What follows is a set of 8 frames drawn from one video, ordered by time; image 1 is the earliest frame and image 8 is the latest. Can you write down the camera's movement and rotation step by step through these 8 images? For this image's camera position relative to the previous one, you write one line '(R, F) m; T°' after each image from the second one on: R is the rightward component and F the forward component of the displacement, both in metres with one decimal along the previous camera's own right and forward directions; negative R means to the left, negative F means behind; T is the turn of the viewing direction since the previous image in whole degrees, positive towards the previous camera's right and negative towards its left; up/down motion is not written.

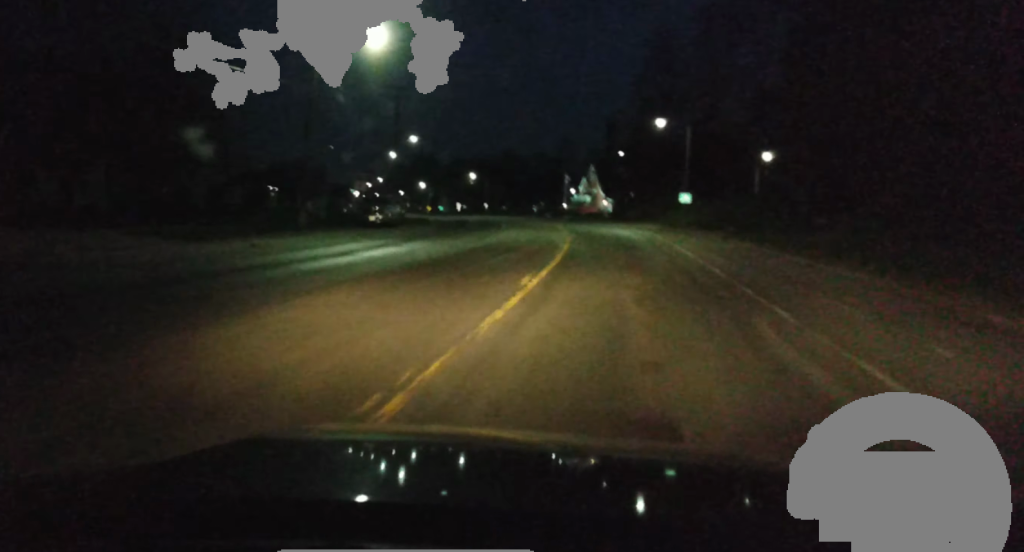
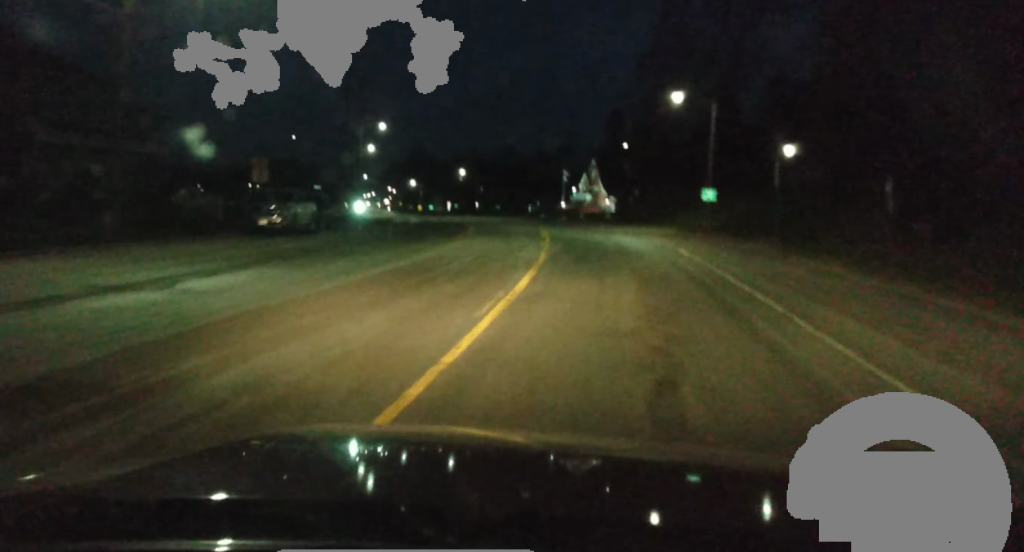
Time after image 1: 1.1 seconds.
(+0.1, +17.2) m; +1°
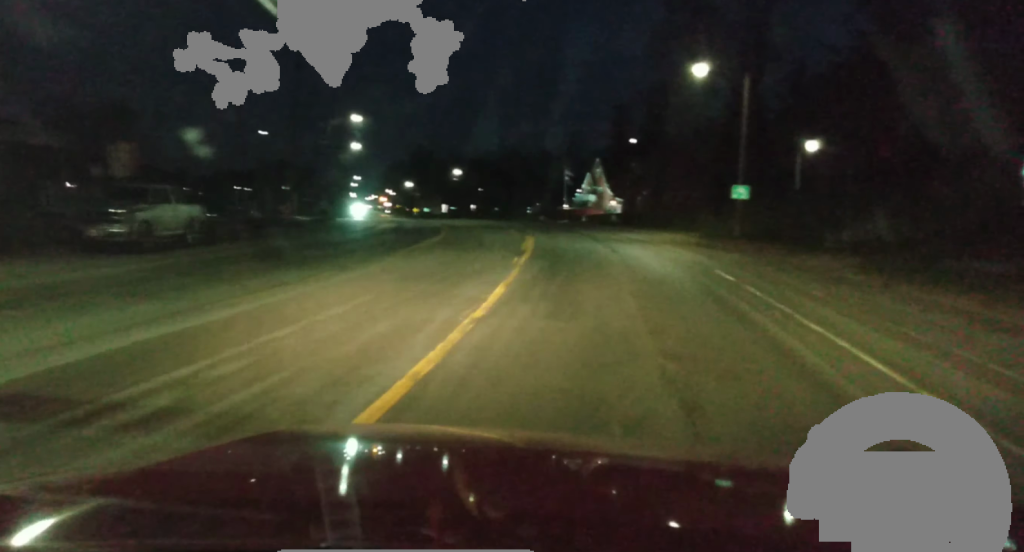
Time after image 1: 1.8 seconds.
(0.0, +12.2) m; -1°
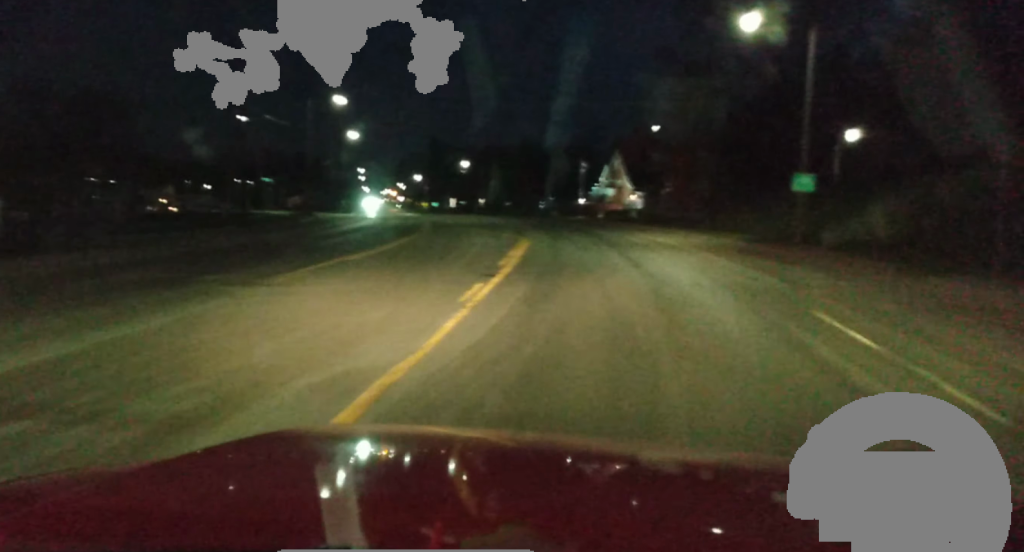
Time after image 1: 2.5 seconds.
(0.0, +11.0) m; -2°
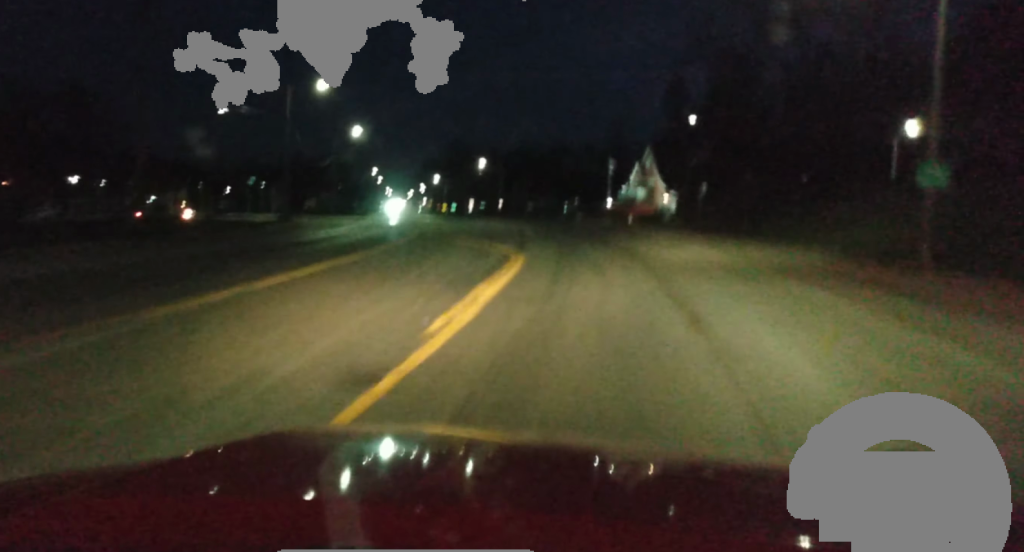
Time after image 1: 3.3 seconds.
(-0.5, +11.4) m; -4°
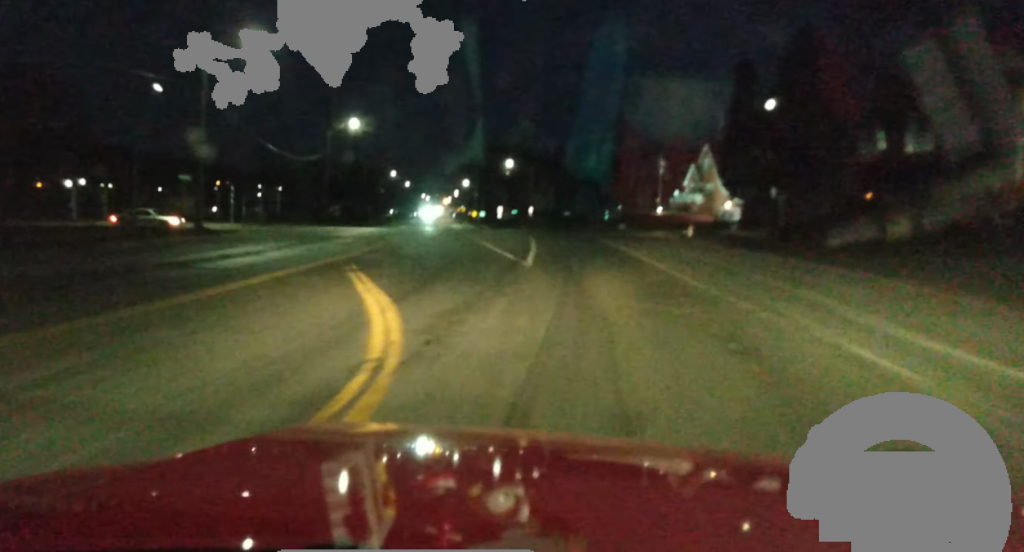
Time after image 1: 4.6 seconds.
(-0.5, +20.3) m; -1°
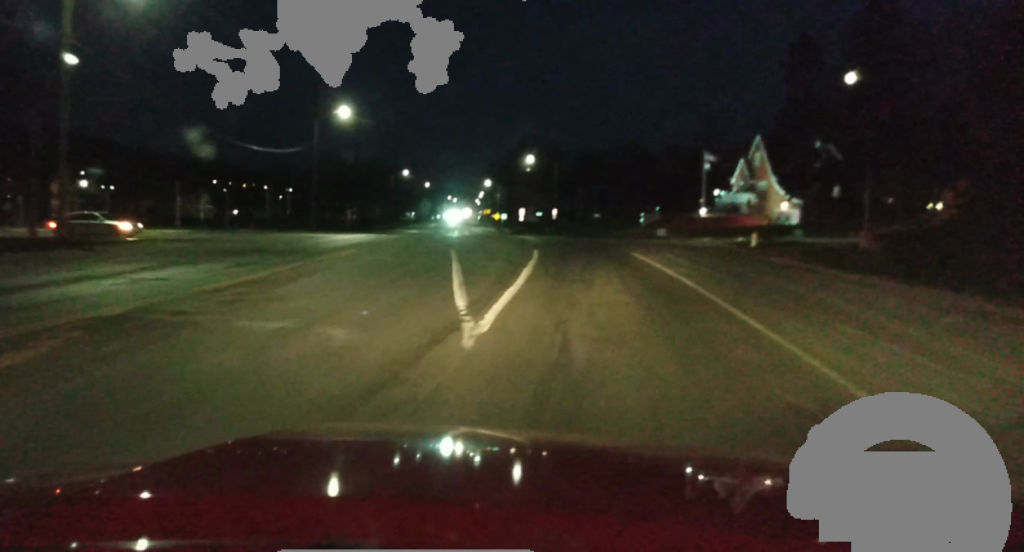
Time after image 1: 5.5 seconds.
(+0.3, +14.7) m; 0°
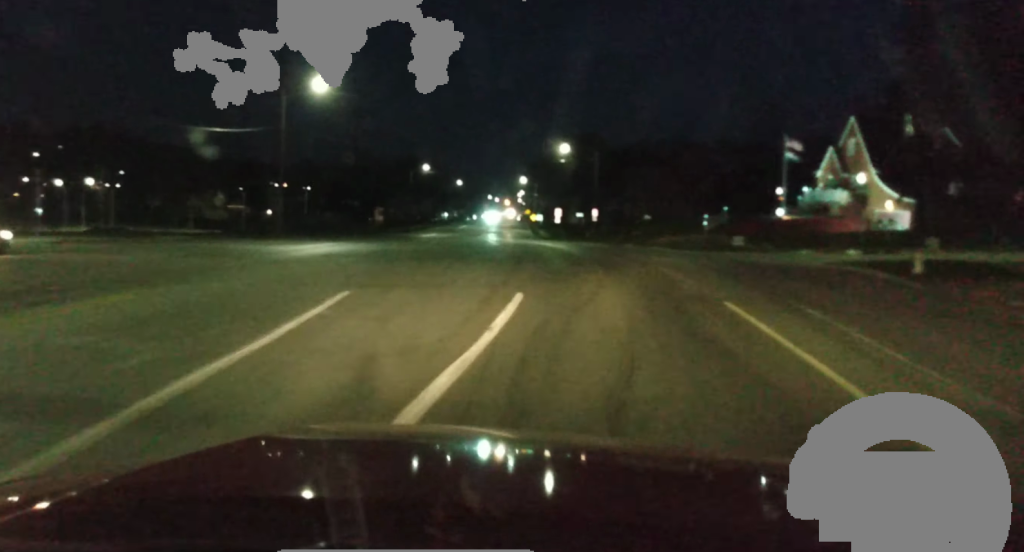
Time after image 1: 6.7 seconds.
(-0.5, +18.5) m; -3°
